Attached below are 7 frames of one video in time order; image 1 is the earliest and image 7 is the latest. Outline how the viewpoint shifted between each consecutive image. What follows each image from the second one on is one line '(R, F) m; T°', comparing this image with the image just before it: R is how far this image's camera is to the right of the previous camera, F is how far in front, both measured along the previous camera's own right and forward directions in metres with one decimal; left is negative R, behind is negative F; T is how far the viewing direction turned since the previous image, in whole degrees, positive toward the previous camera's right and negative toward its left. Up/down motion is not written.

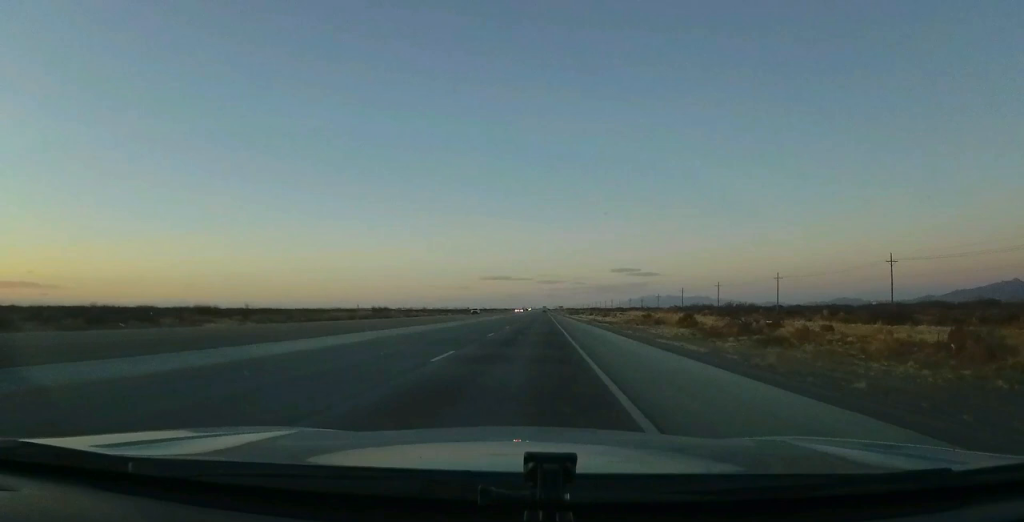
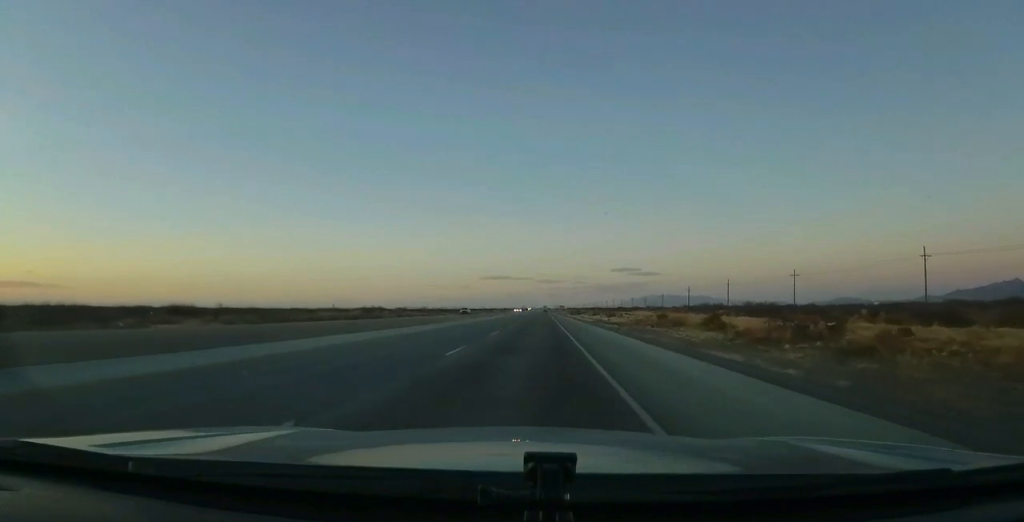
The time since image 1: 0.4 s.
(+0.1, +11.1) m; 0°
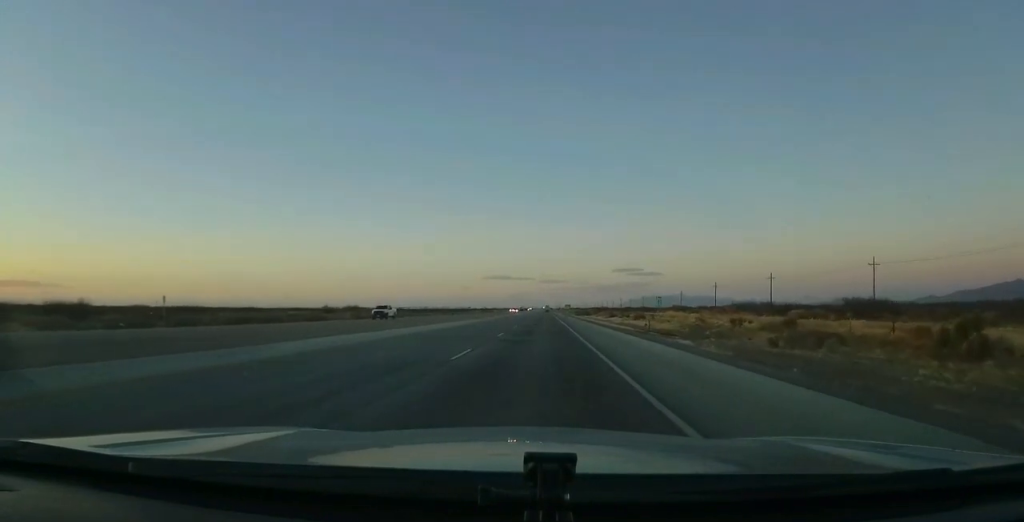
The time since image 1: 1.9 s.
(-0.7, +38.7) m; -1°
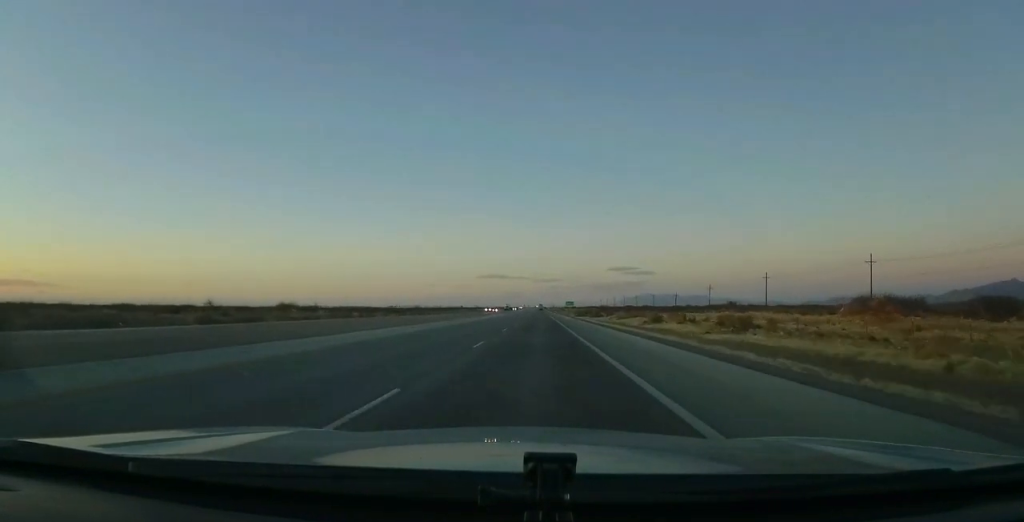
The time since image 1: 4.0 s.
(0.0, +58.7) m; 0°
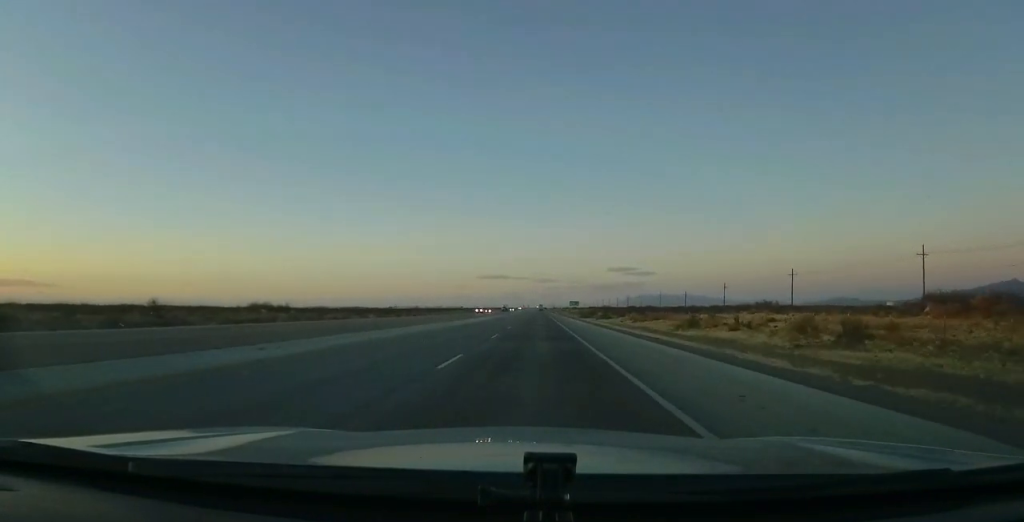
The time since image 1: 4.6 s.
(-0.1, +18.2) m; +1°
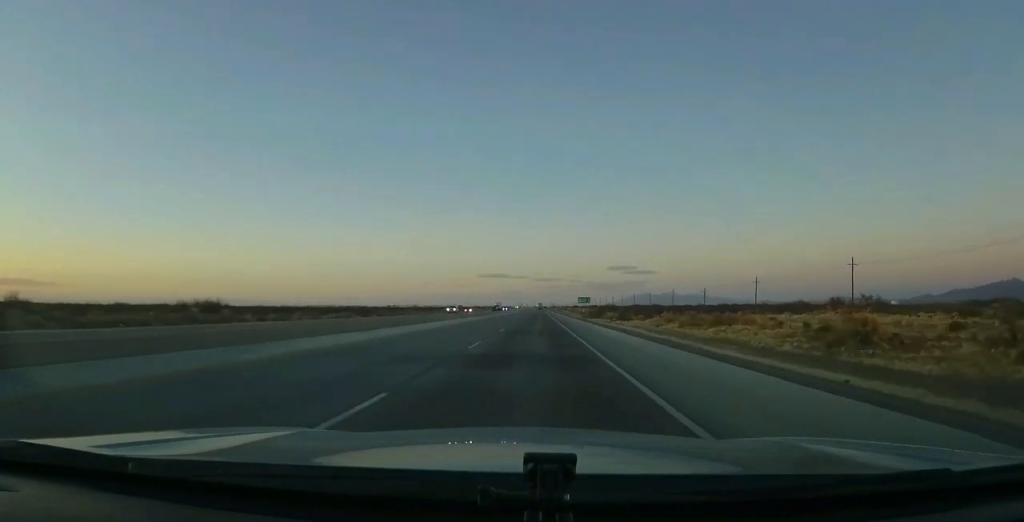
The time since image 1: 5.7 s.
(+0.5, +31.8) m; 0°
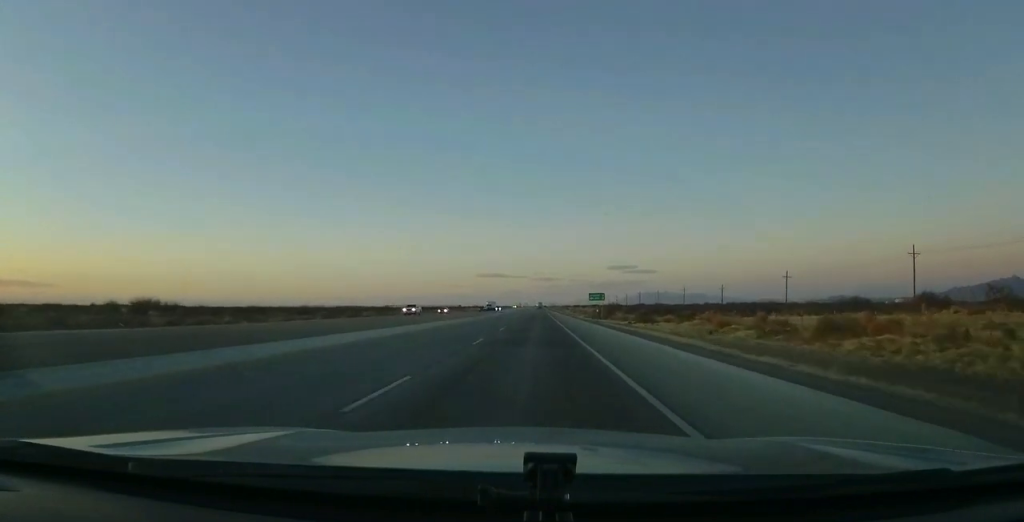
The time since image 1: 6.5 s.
(-0.3, +22.9) m; -1°
